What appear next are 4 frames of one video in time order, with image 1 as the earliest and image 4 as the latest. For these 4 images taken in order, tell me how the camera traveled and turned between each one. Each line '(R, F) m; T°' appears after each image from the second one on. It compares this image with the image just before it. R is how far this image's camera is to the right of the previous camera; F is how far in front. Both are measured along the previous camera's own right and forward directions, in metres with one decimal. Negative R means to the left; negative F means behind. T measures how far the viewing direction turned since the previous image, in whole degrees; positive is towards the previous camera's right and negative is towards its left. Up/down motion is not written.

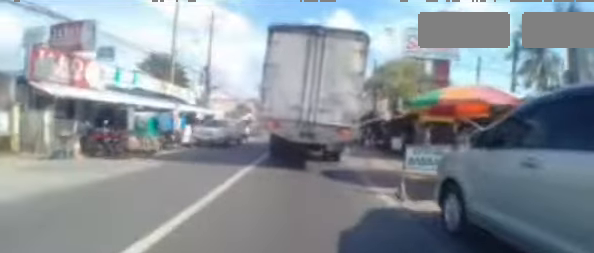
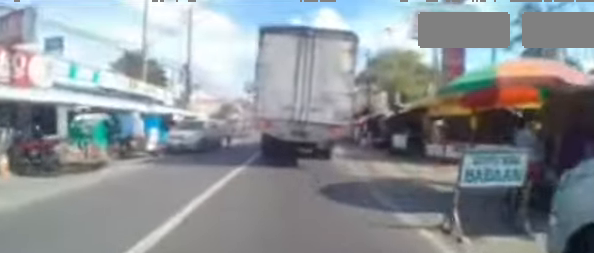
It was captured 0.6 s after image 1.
(+0.1, +2.6) m; +3°
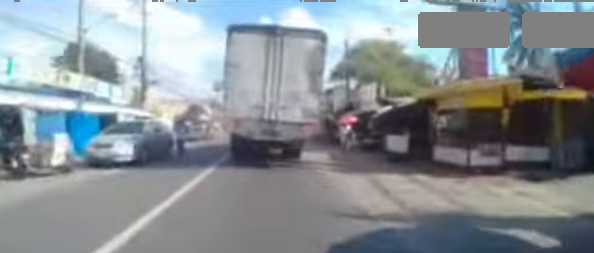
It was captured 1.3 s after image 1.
(+0.1, +3.4) m; +3°
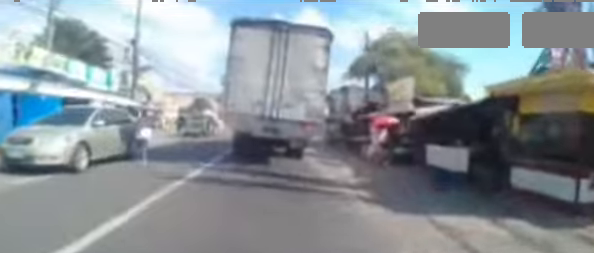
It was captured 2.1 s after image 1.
(+0.2, +3.7) m; 0°
